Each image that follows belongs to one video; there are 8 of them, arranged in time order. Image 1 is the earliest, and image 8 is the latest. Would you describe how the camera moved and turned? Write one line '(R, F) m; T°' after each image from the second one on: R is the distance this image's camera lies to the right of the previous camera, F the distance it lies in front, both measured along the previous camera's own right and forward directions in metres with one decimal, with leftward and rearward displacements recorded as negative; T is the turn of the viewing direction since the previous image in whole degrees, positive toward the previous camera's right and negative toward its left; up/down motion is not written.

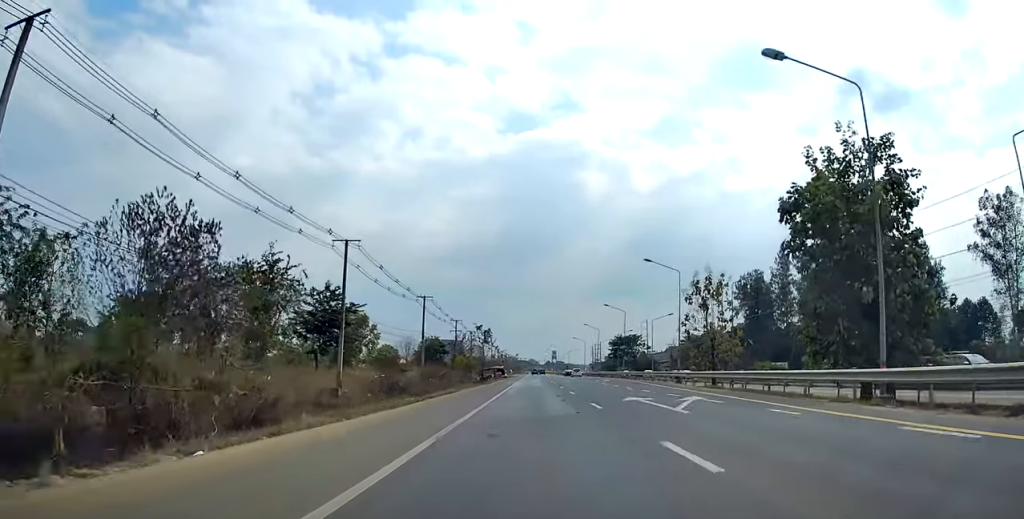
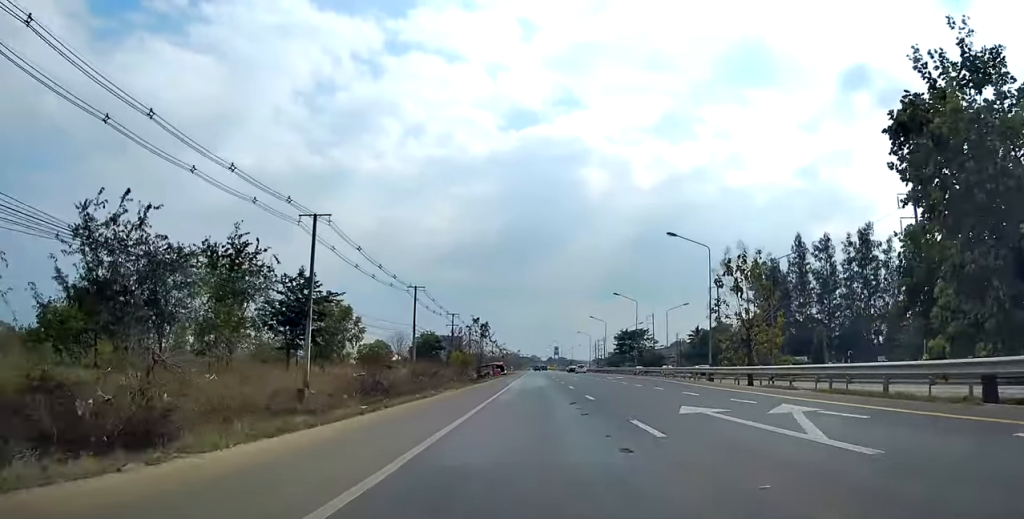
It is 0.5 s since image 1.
(0.0, +8.7) m; 0°
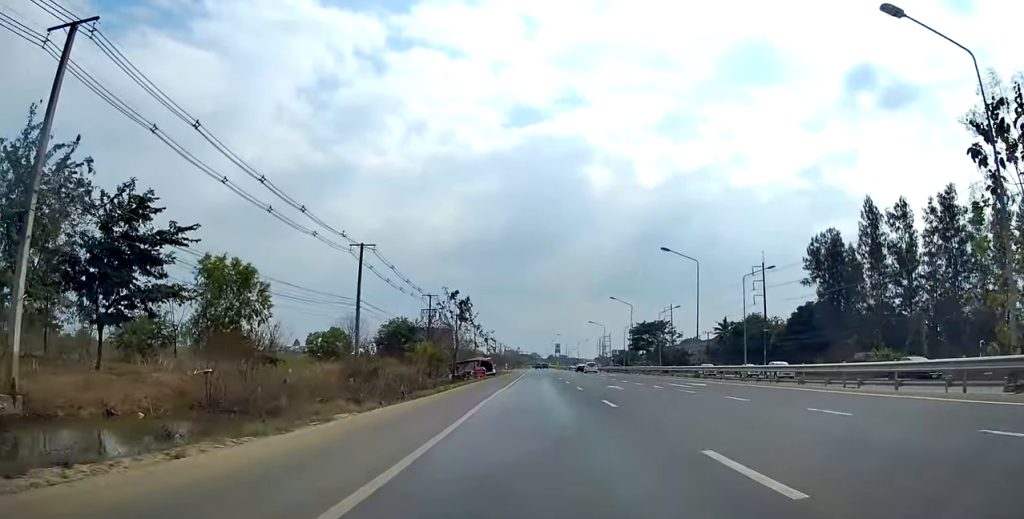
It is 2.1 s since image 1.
(0.0, +29.0) m; 0°
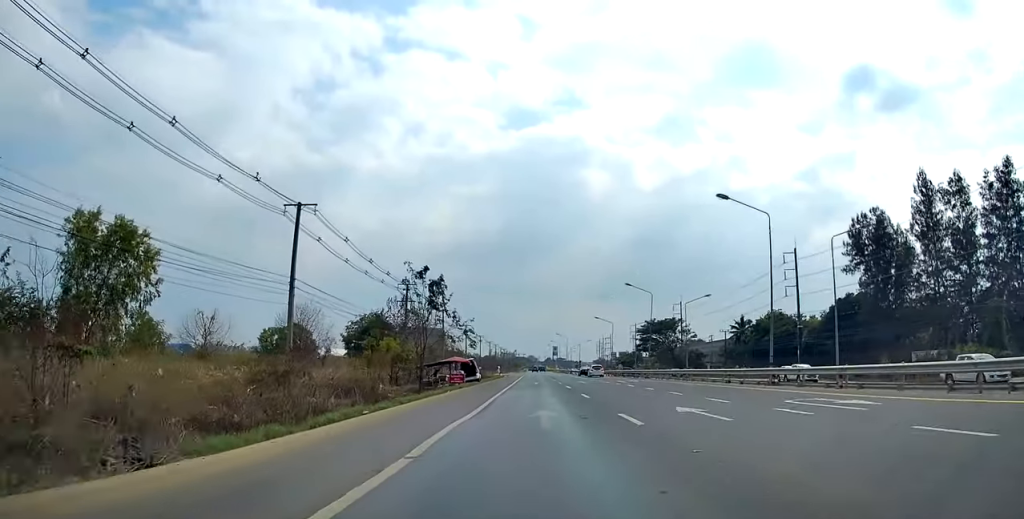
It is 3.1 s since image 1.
(0.0, +16.6) m; 0°
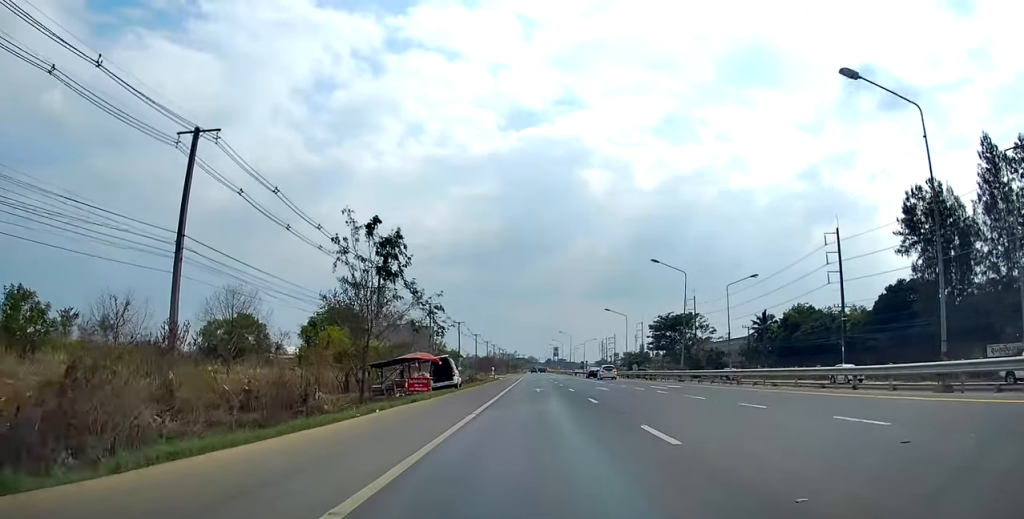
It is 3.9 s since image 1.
(0.0, +14.8) m; 0°
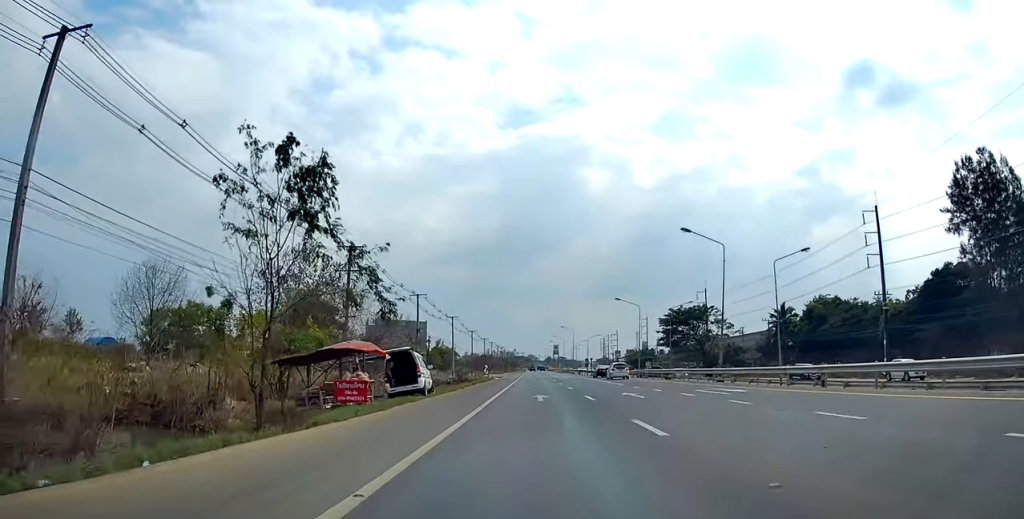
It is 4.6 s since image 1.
(-0.1, +11.0) m; 0°
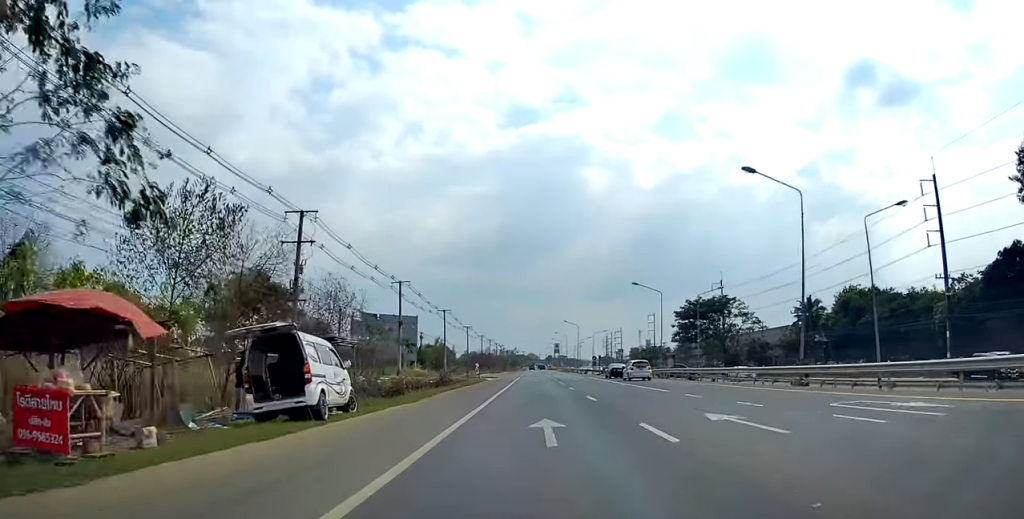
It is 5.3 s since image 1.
(0.0, +12.8) m; 0°
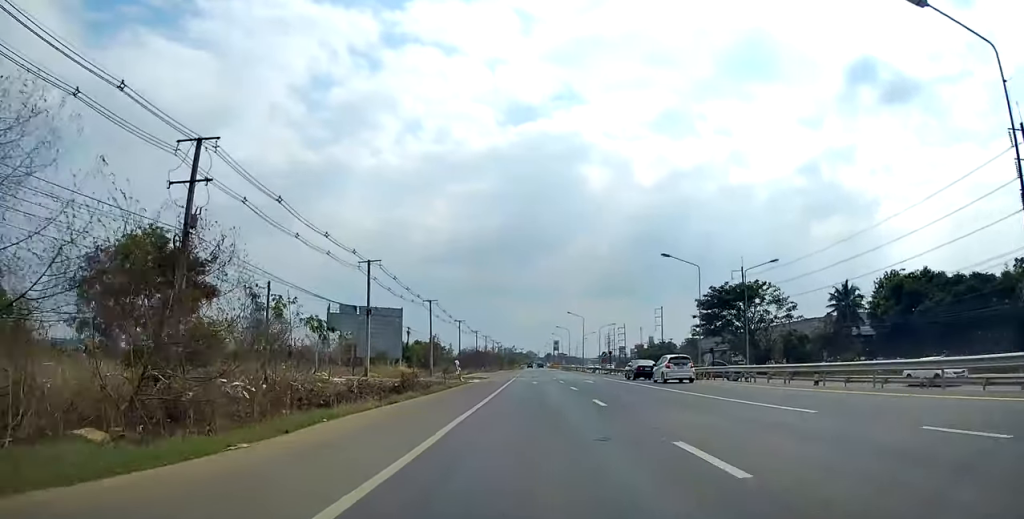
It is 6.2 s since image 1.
(0.0, +15.5) m; 0°
